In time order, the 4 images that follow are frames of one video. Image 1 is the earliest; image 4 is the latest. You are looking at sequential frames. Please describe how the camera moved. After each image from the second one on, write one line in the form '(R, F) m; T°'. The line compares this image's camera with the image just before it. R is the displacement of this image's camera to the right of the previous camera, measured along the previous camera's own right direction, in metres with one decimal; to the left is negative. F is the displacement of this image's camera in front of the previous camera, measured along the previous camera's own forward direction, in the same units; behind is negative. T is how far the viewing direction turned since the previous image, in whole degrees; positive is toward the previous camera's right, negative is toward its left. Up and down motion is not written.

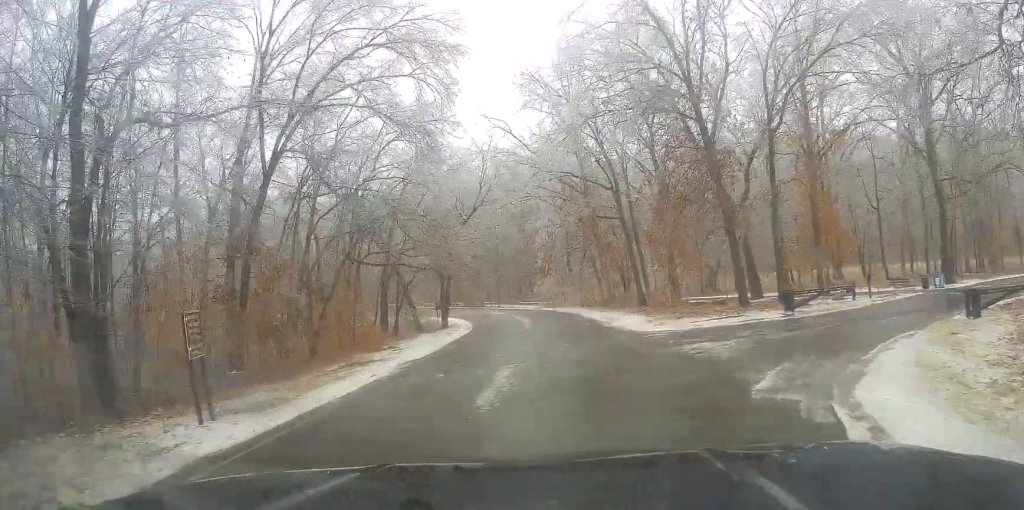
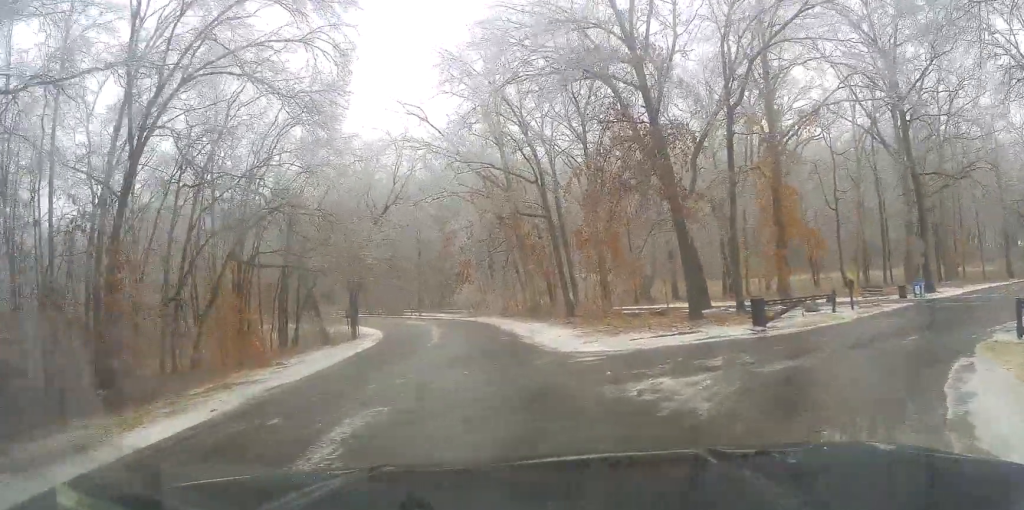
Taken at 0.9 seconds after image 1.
(+1.4, +5.7) m; +9°
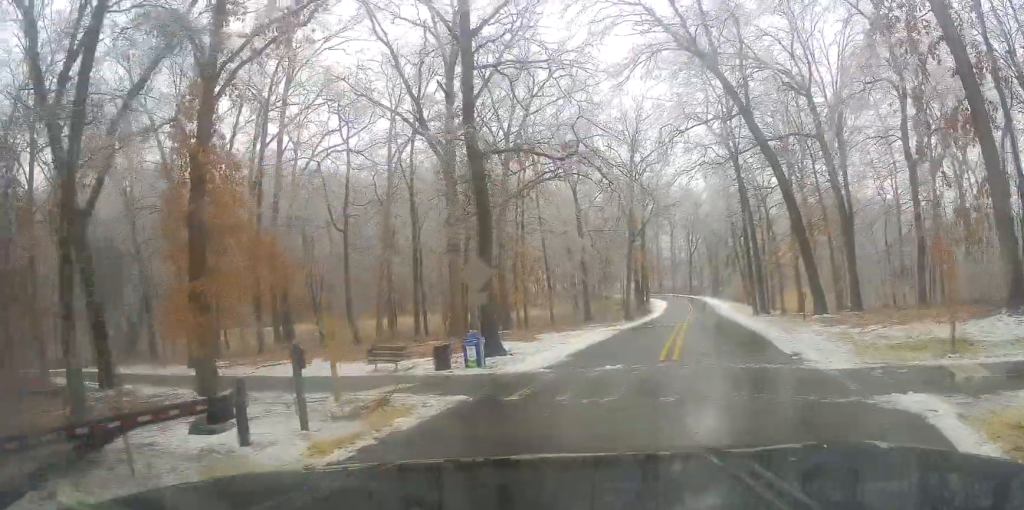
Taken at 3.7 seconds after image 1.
(+3.0, +16.2) m; +34°
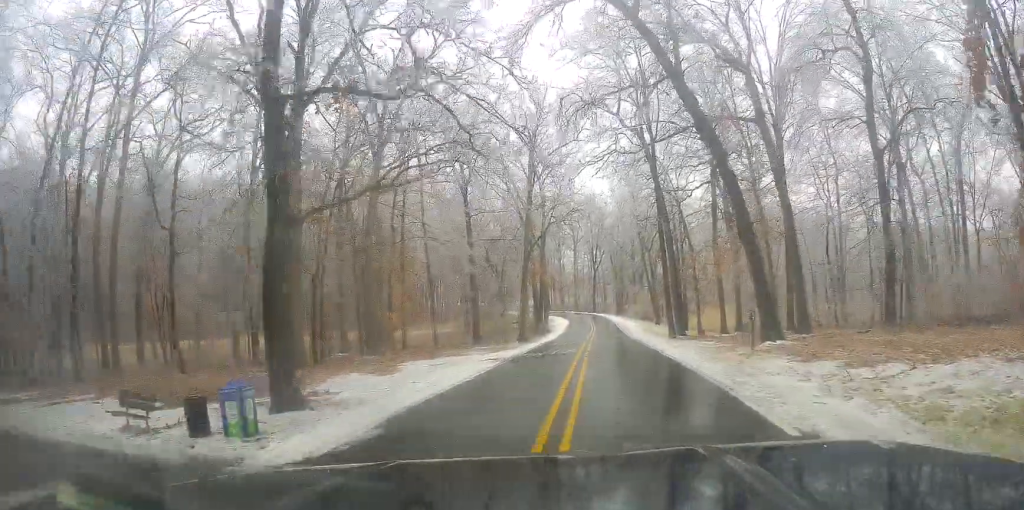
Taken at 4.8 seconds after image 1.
(+1.0, +8.0) m; +14°
